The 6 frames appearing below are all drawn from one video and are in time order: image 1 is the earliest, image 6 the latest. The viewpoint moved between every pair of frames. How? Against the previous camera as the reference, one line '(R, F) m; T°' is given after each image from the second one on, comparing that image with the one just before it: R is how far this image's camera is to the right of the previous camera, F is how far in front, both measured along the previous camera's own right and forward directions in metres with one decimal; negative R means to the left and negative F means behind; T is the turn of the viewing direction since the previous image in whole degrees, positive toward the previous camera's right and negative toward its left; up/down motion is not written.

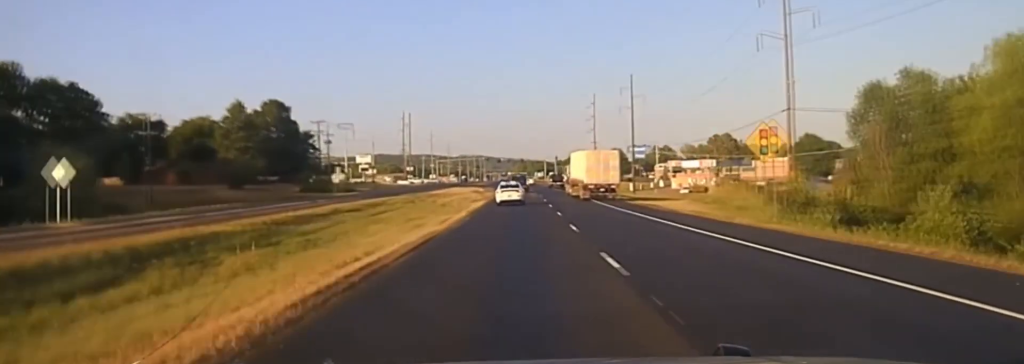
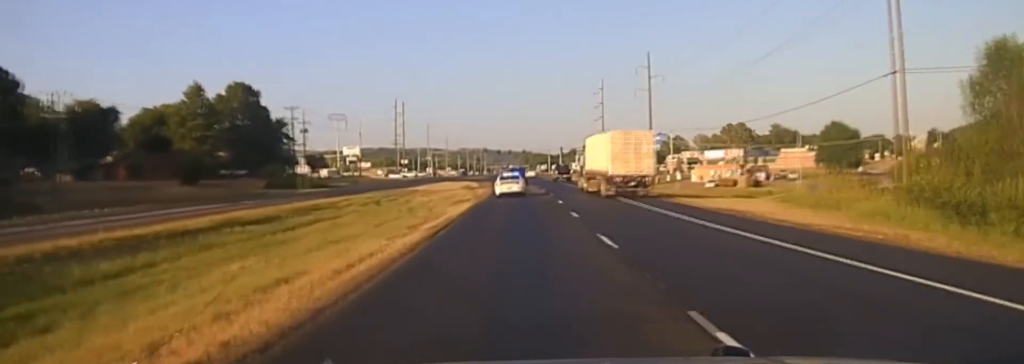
(0.0, +22.1) m; 0°
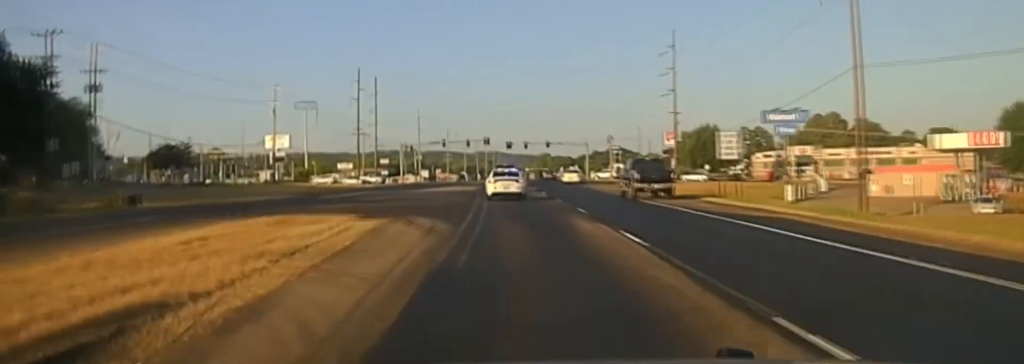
(-1.3, +84.9) m; -2°
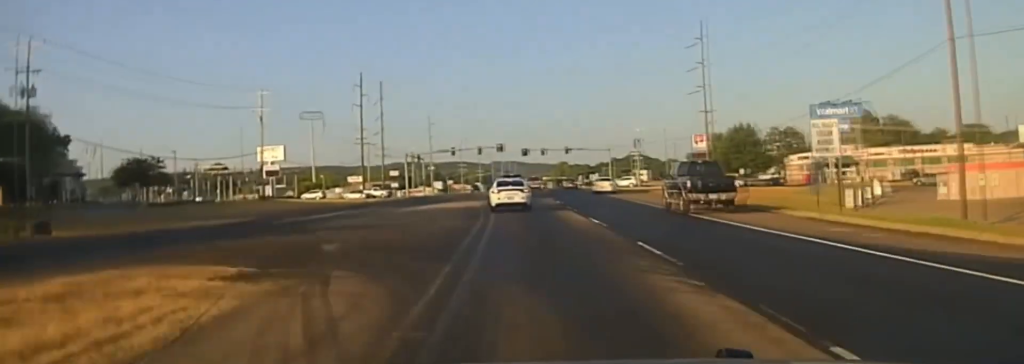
(0.0, +13.2) m; 0°
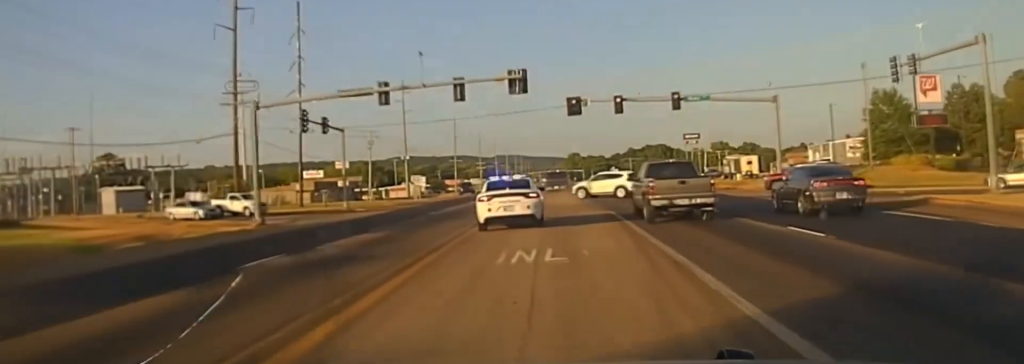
(-2.9, +82.9) m; 0°
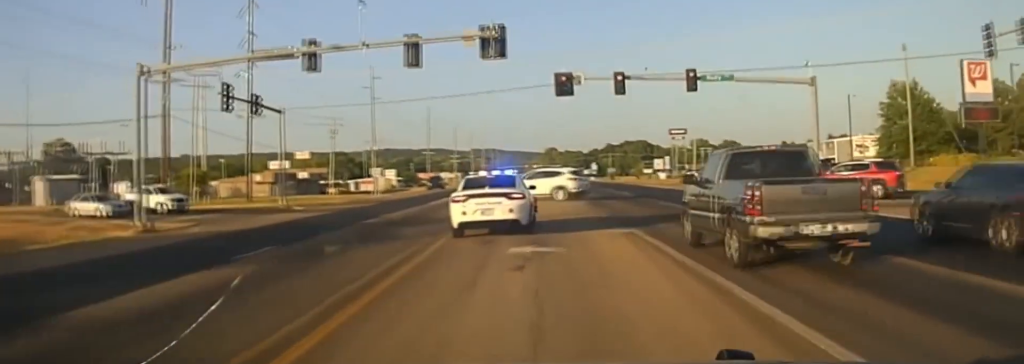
(+0.4, +14.5) m; +3°
